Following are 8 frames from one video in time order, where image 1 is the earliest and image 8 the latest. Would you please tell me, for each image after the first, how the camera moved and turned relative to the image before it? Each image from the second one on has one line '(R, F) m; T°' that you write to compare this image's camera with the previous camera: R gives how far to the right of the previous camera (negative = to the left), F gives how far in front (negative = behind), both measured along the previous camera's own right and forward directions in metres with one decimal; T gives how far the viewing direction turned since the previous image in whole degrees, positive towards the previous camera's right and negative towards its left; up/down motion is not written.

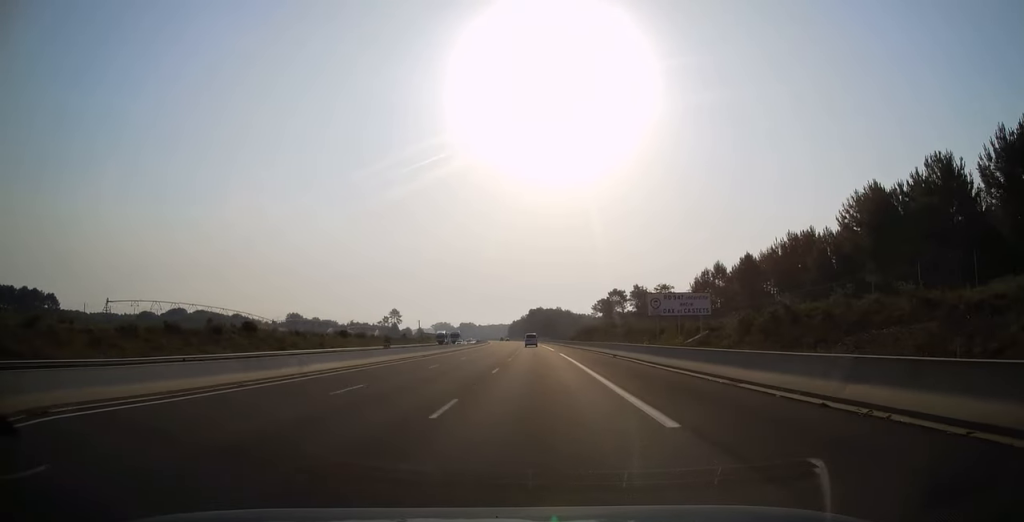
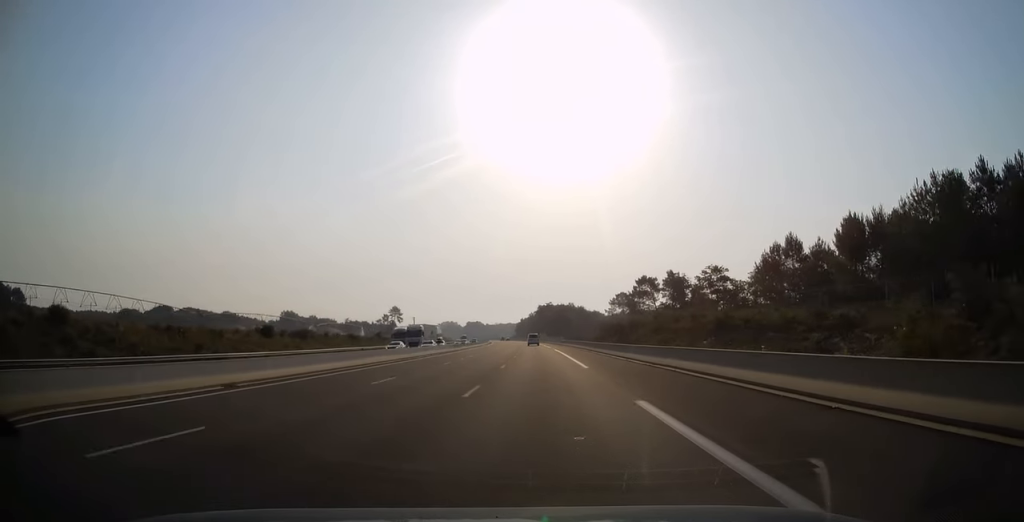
(-0.1, +35.5) m; -1°
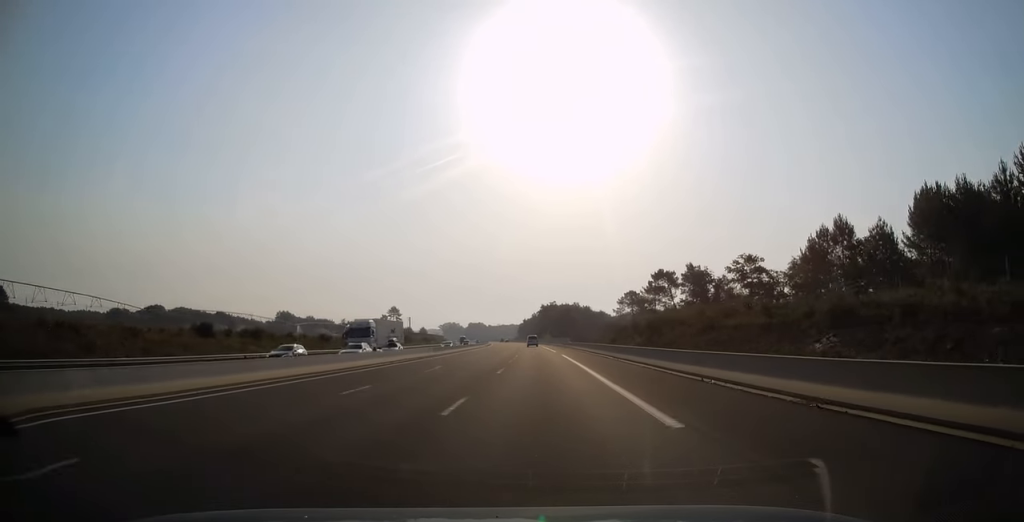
(-0.2, +16.3) m; 0°
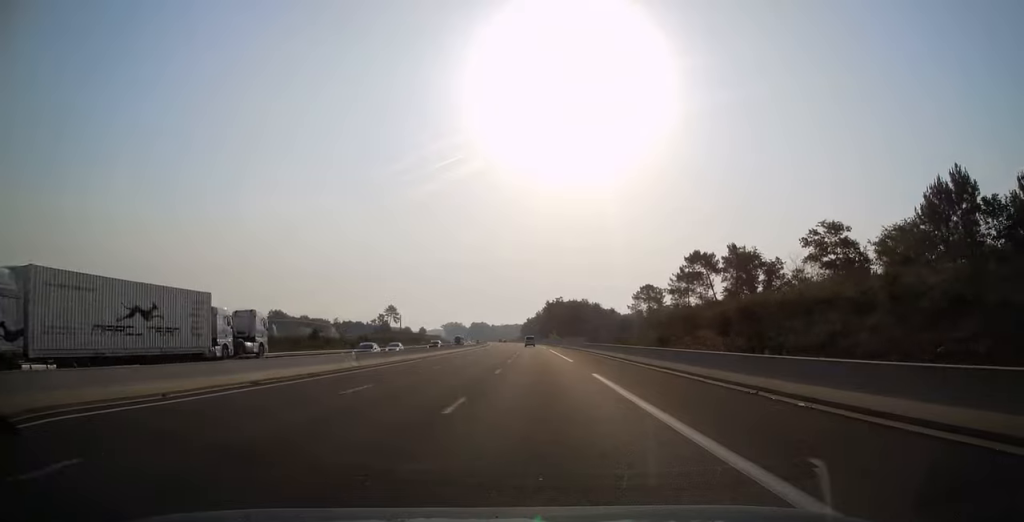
(-0.2, +26.1) m; 0°
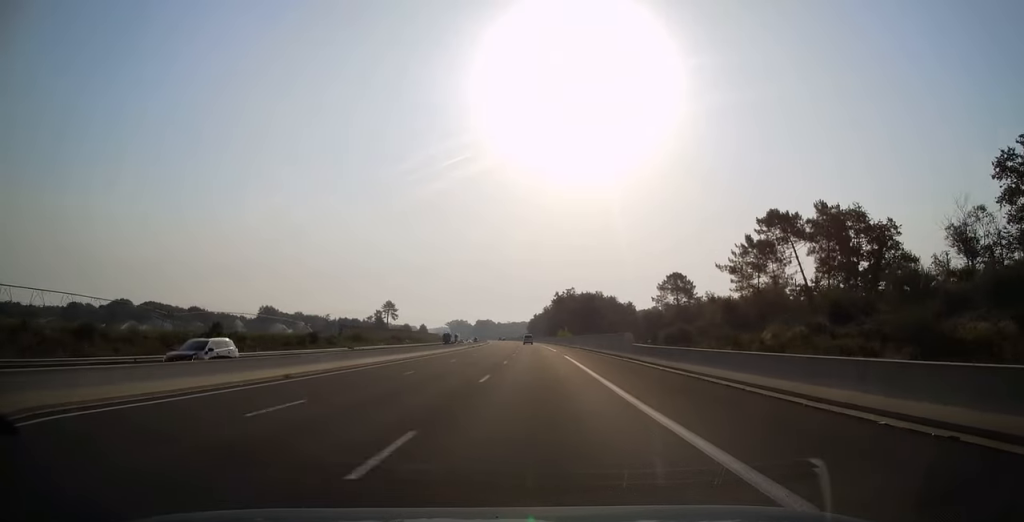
(-0.1, +31.5) m; 0°
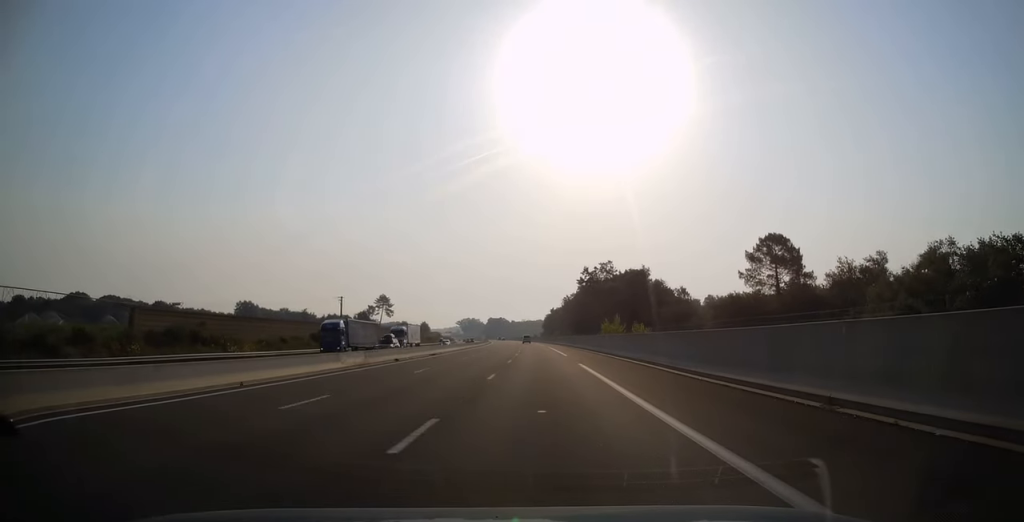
(-1.1, +64.0) m; -2°
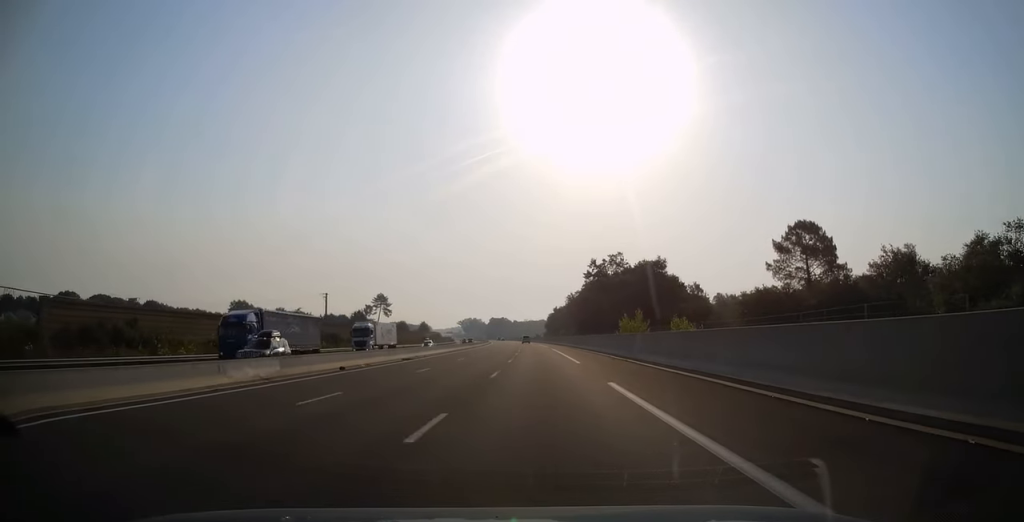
(+0.1, +12.3) m; 0°
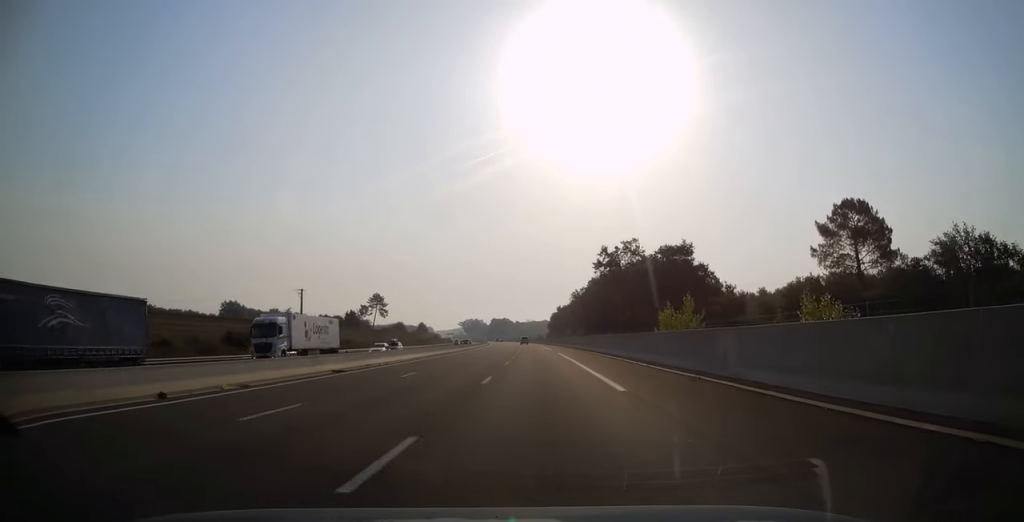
(-0.2, +15.7) m; 0°
